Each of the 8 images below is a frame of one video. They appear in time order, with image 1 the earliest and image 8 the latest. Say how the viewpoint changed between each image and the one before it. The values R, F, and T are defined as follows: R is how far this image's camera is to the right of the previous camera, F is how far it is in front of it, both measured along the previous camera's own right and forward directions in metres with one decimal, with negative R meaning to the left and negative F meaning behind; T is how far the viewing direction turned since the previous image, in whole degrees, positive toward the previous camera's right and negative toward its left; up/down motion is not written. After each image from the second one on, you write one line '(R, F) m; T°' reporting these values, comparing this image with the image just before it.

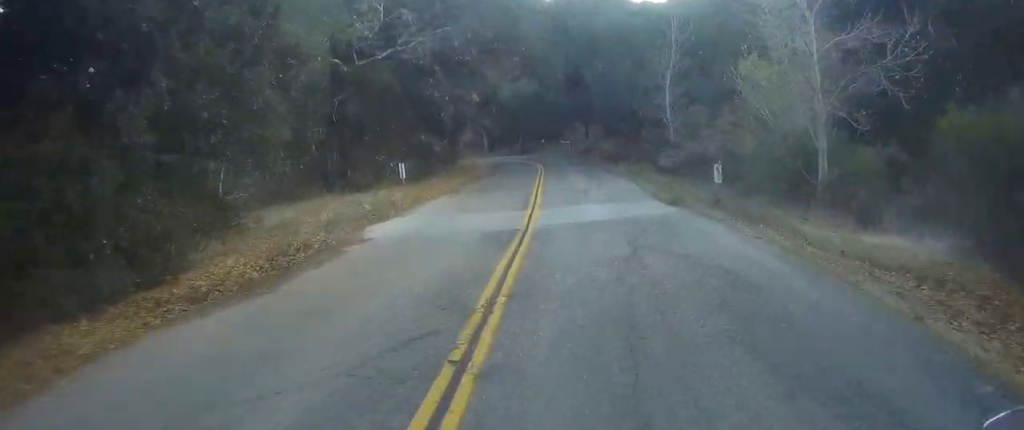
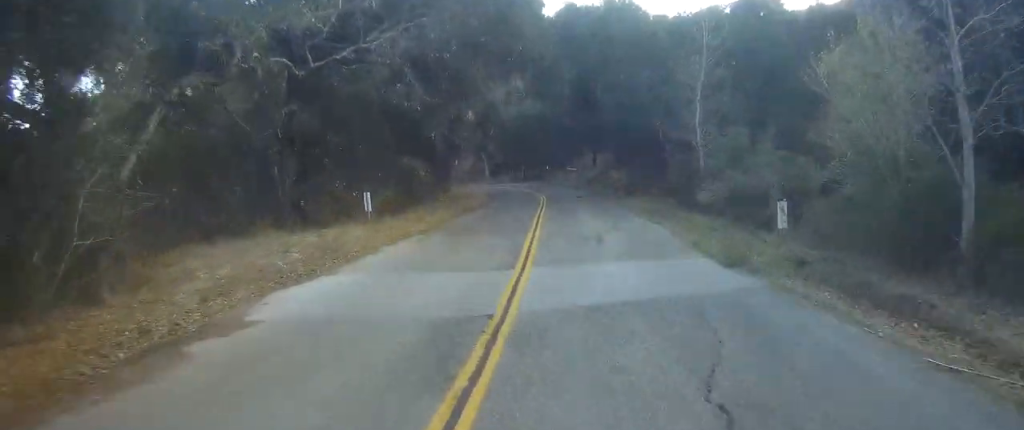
(-0.5, +6.0) m; -4°
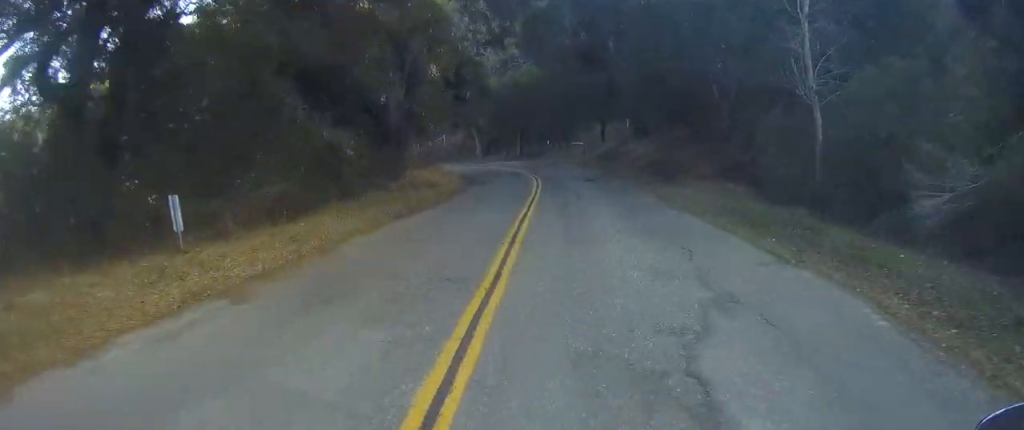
(-0.9, +12.2) m; -5°
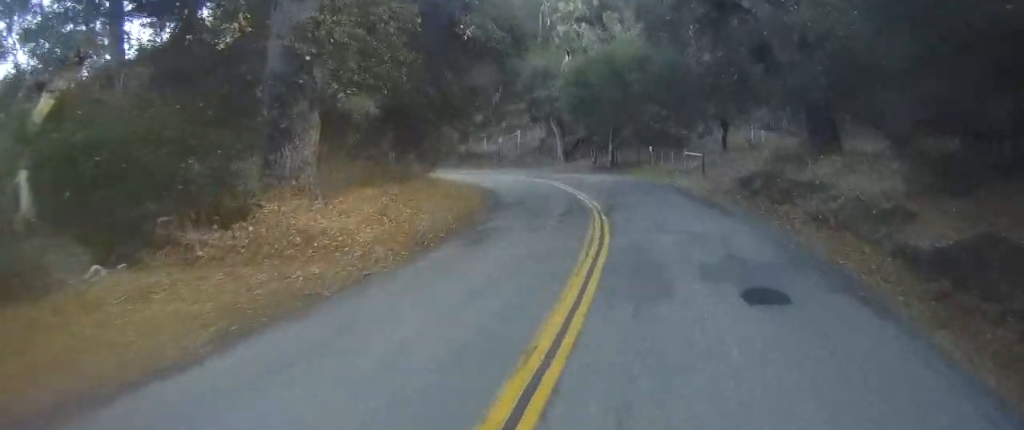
(+0.3, +18.7) m; +10°
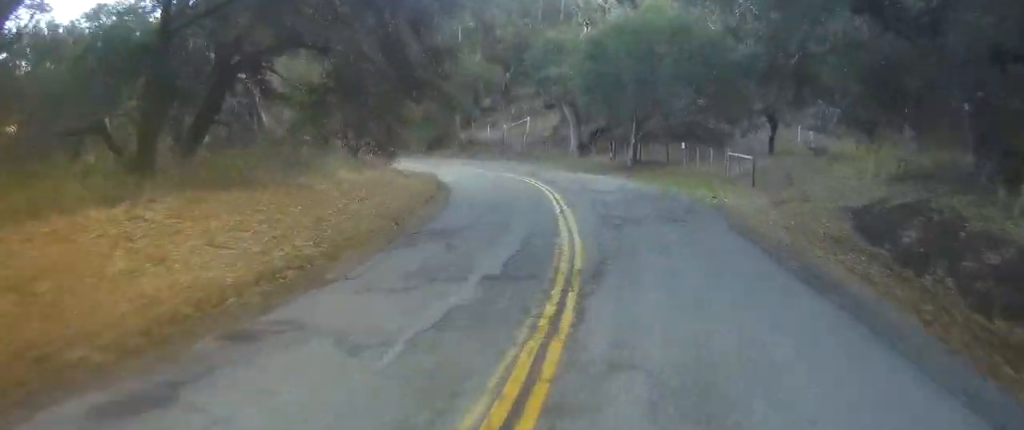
(+1.0, +10.1) m; +7°
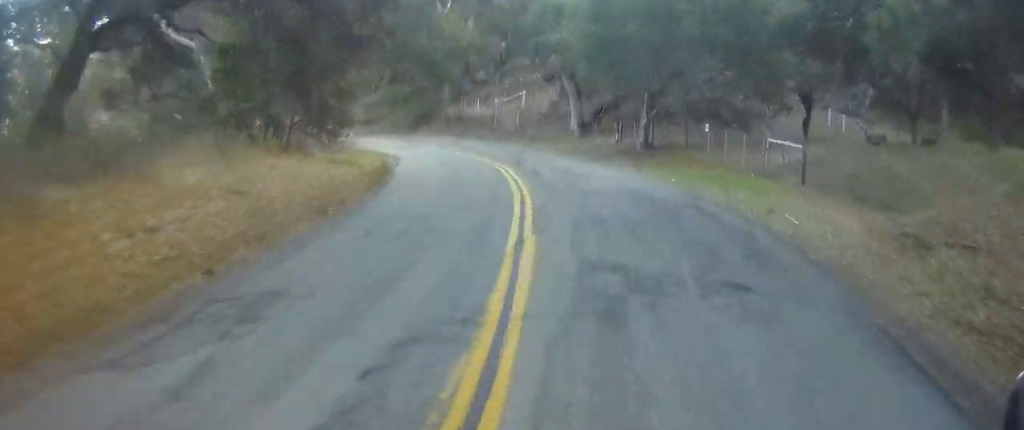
(+0.5, +7.5) m; +4°
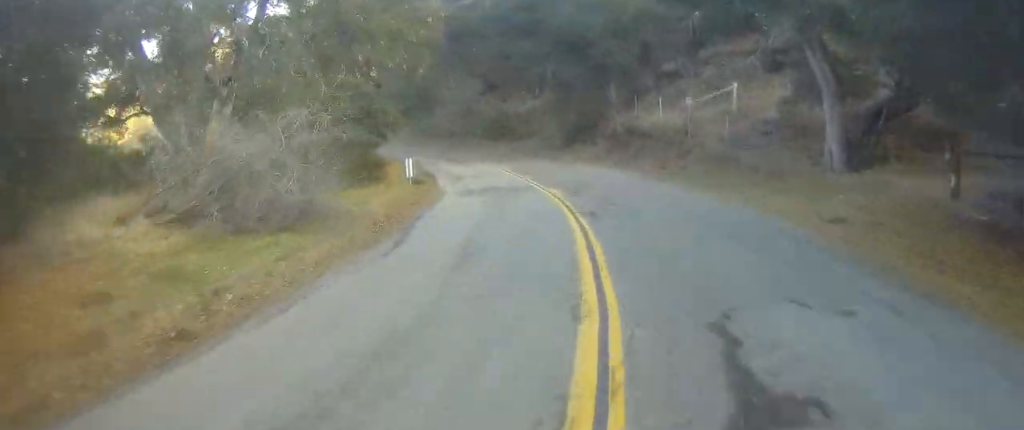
(-1.7, +21.6) m; -16°
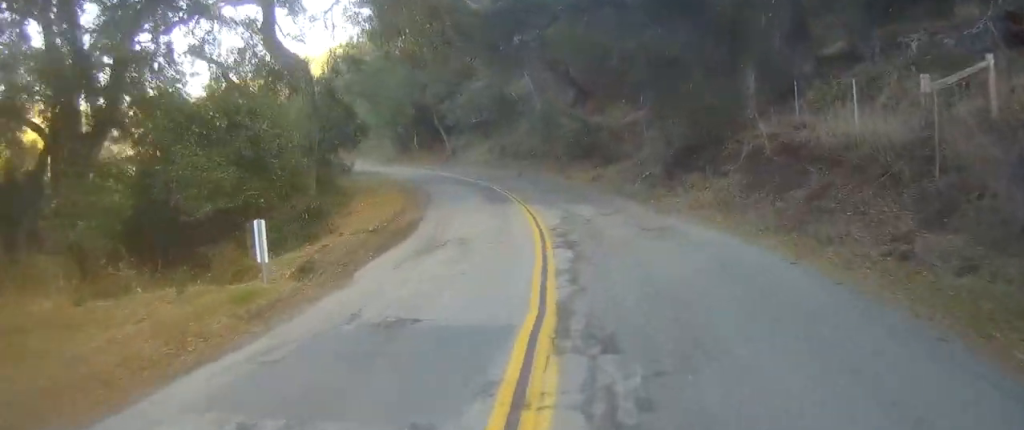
(-2.8, +15.5) m; -25°
